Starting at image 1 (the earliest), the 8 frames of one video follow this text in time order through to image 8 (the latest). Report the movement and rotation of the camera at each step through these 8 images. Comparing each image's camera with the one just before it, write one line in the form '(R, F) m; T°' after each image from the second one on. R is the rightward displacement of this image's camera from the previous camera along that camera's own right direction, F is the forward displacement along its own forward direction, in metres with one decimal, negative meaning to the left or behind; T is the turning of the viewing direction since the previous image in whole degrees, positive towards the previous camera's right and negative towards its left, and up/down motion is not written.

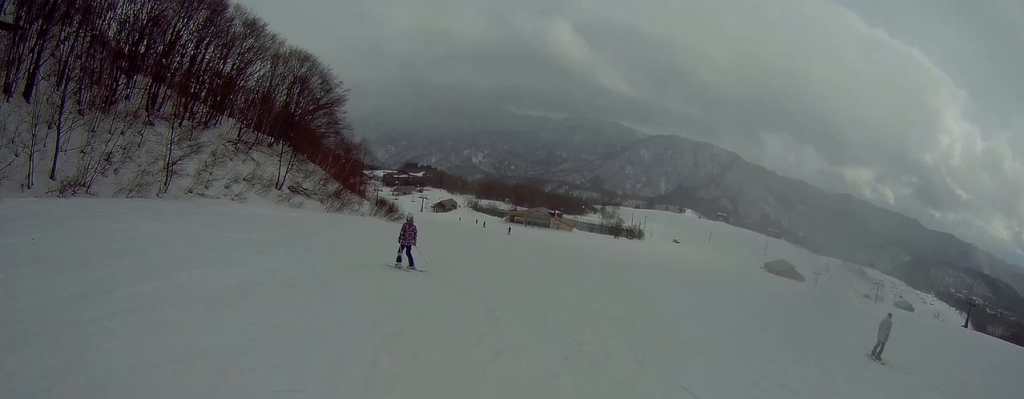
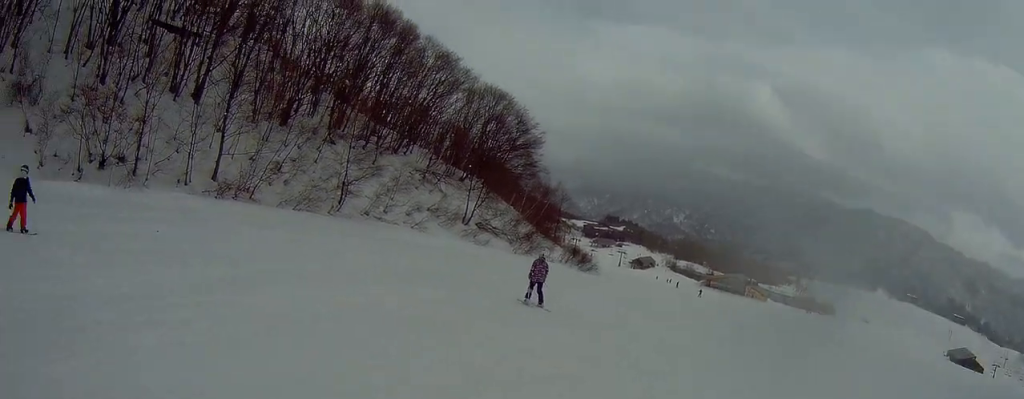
(-0.6, +2.3) m; -19°
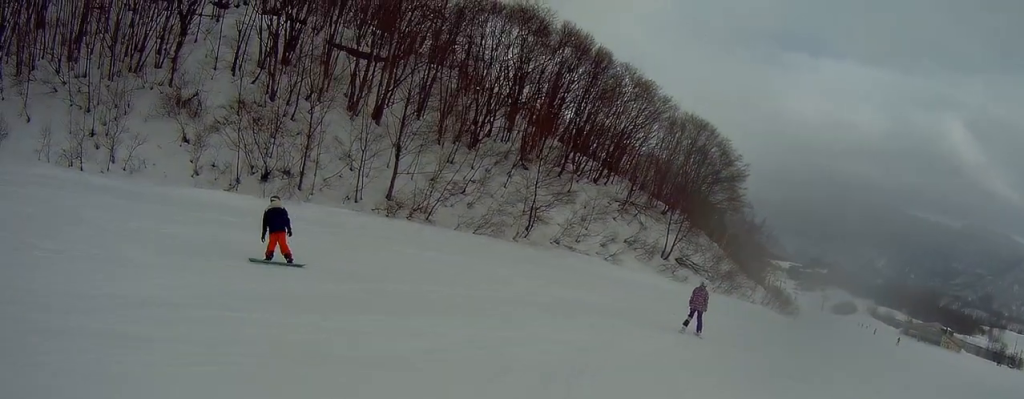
(-0.9, +3.0) m; -25°
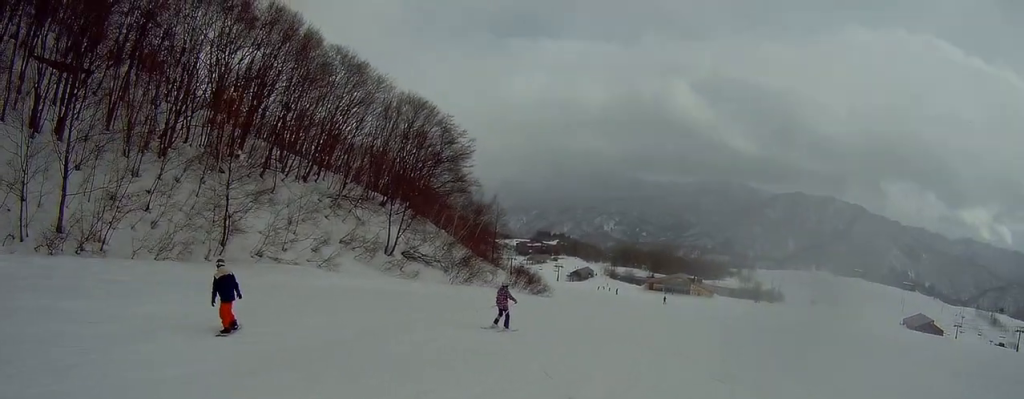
(+1.4, +7.2) m; +32°
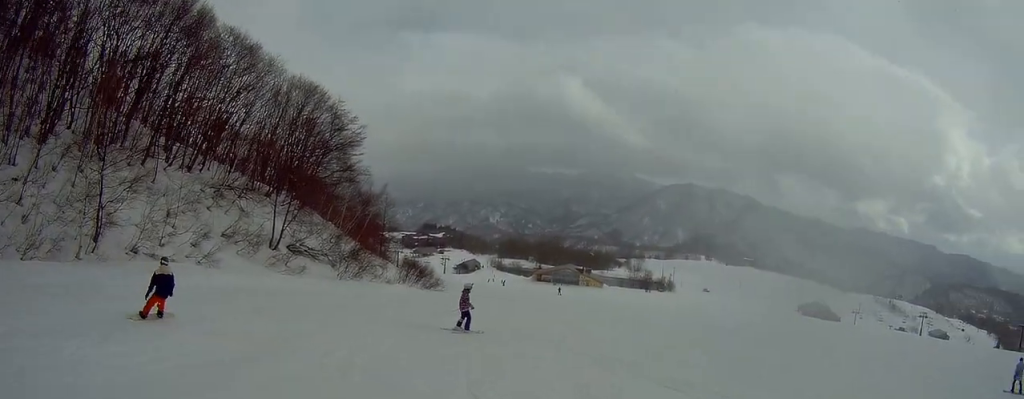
(+0.4, +3.5) m; +7°
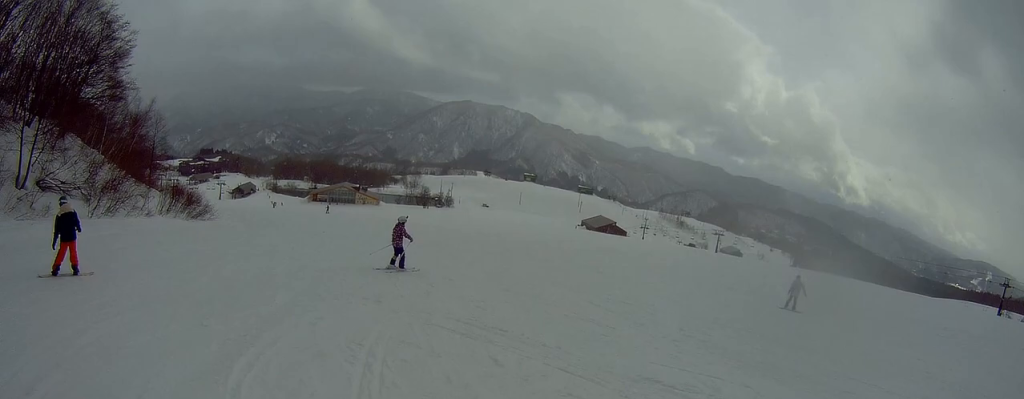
(0.0, +7.0) m; +18°
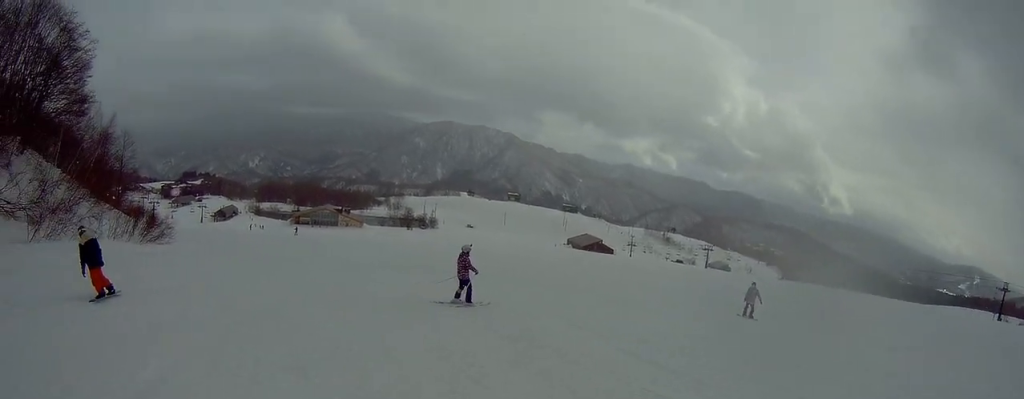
(+1.1, +3.4) m; +3°
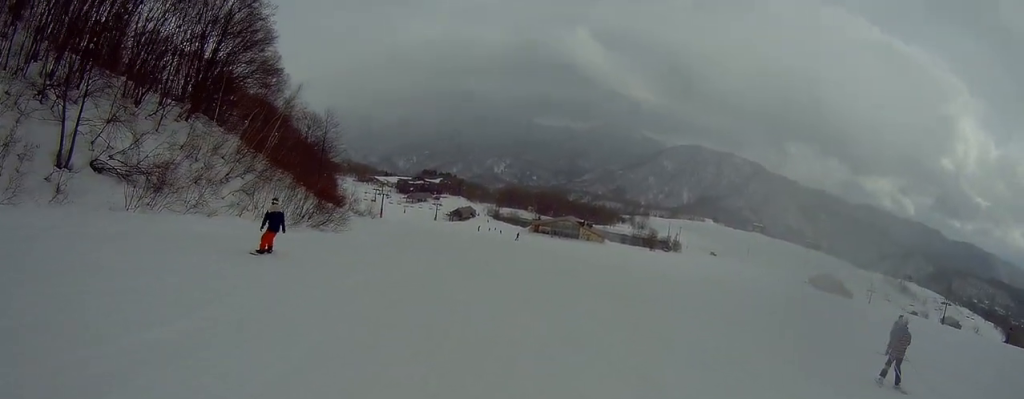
(-0.7, +8.2) m; -4°
